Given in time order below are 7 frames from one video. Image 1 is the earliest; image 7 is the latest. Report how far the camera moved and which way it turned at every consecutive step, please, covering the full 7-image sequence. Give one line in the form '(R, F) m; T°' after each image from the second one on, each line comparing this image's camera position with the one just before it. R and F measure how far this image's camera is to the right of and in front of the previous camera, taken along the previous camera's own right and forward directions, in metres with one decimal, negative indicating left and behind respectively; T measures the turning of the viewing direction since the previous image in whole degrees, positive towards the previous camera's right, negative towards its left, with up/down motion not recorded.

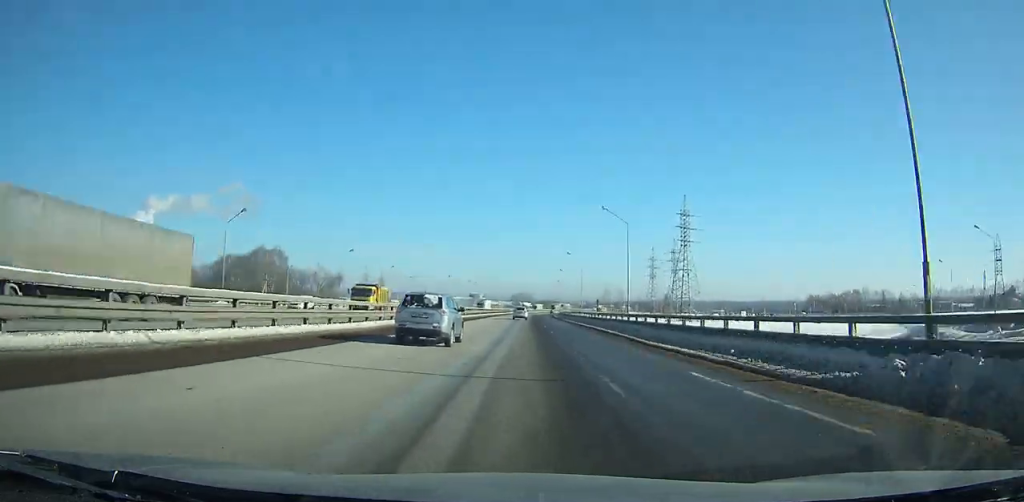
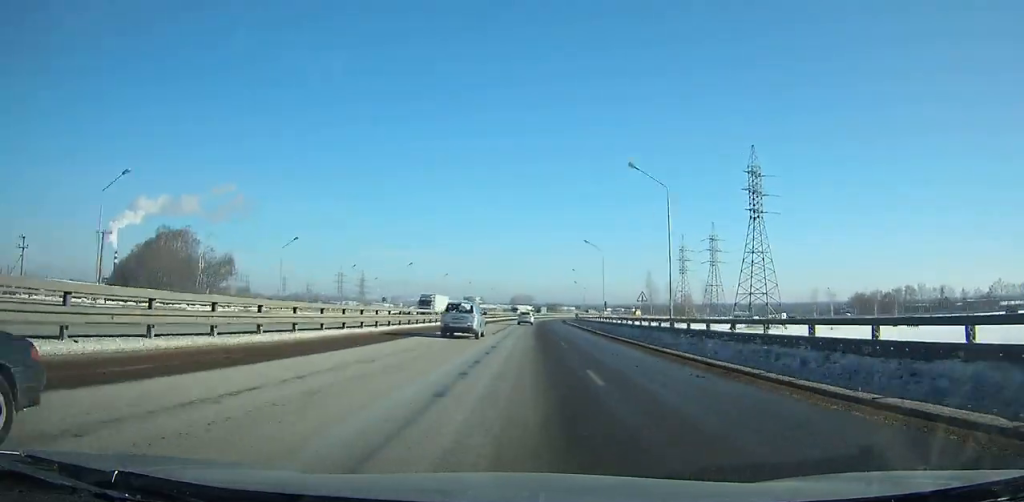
(+0.3, +57.7) m; 0°
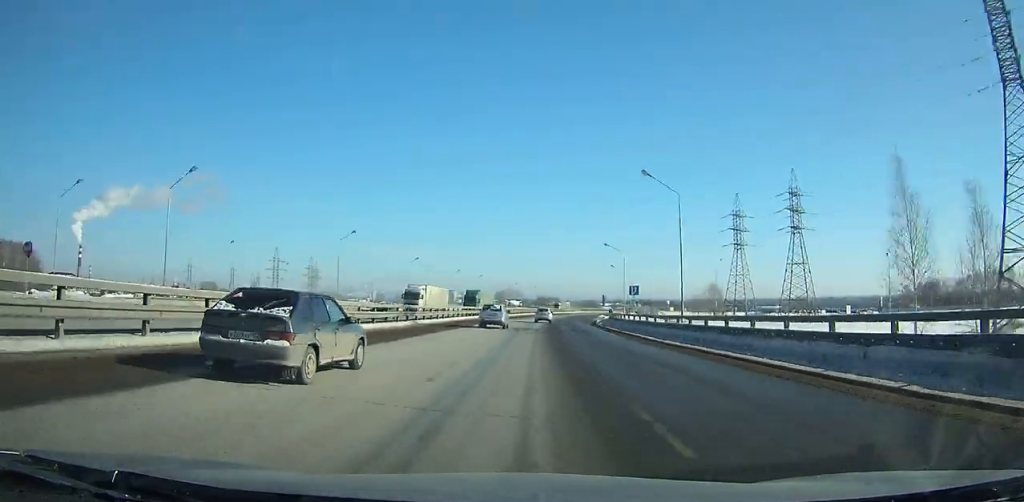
(+0.3, +76.2) m; +1°
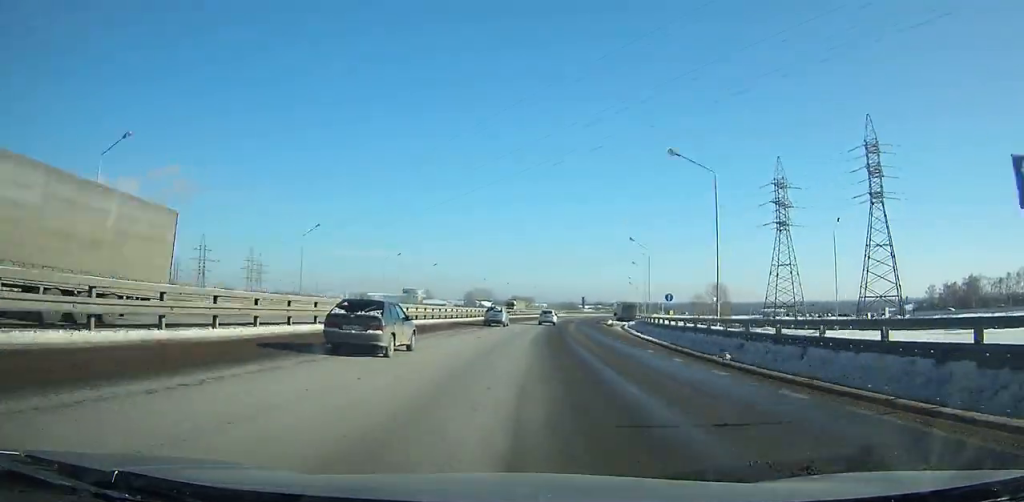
(+0.6, +46.0) m; +2°
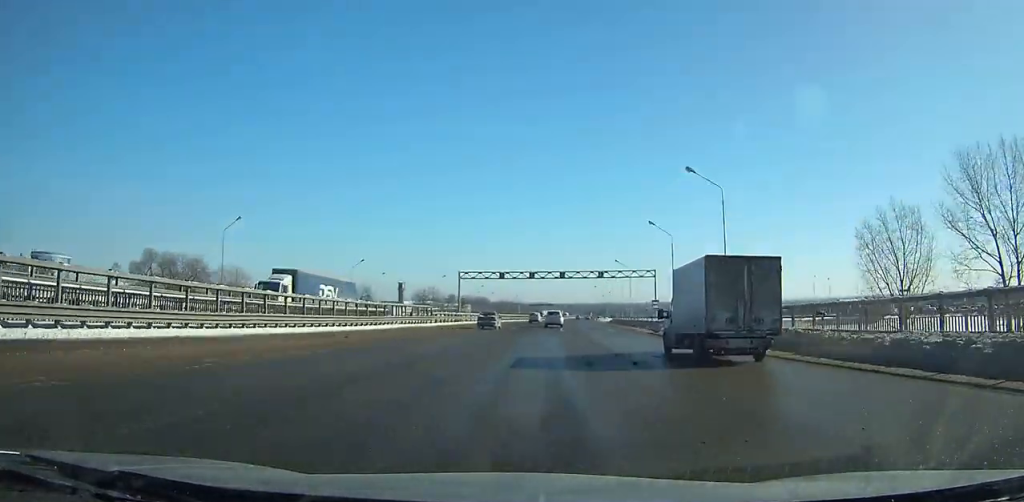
(+30.8, +226.8) m; +15°
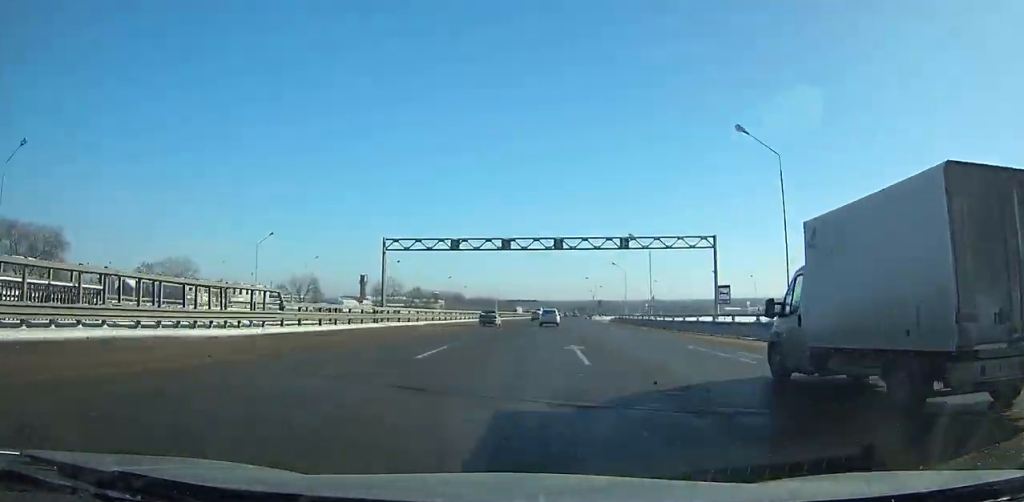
(+0.4, +31.4) m; +2°
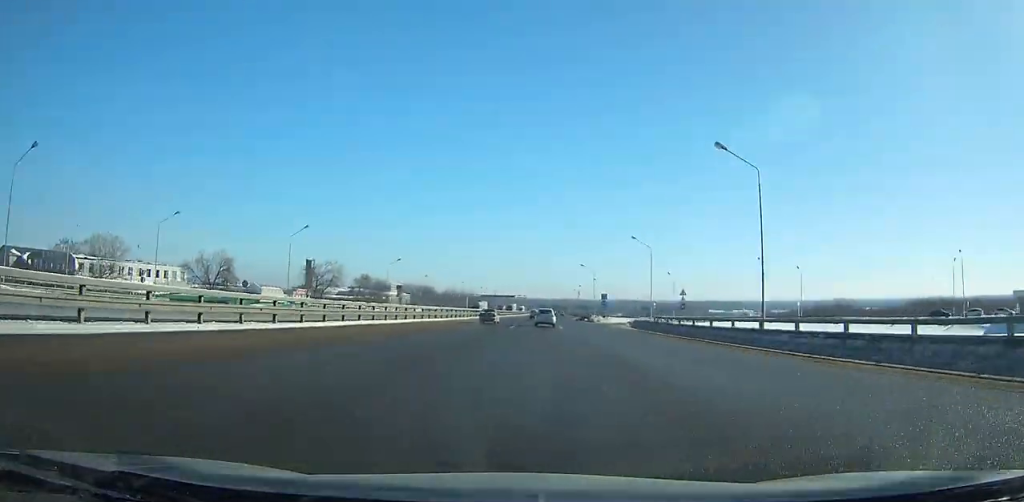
(+1.0, +38.6) m; +2°
